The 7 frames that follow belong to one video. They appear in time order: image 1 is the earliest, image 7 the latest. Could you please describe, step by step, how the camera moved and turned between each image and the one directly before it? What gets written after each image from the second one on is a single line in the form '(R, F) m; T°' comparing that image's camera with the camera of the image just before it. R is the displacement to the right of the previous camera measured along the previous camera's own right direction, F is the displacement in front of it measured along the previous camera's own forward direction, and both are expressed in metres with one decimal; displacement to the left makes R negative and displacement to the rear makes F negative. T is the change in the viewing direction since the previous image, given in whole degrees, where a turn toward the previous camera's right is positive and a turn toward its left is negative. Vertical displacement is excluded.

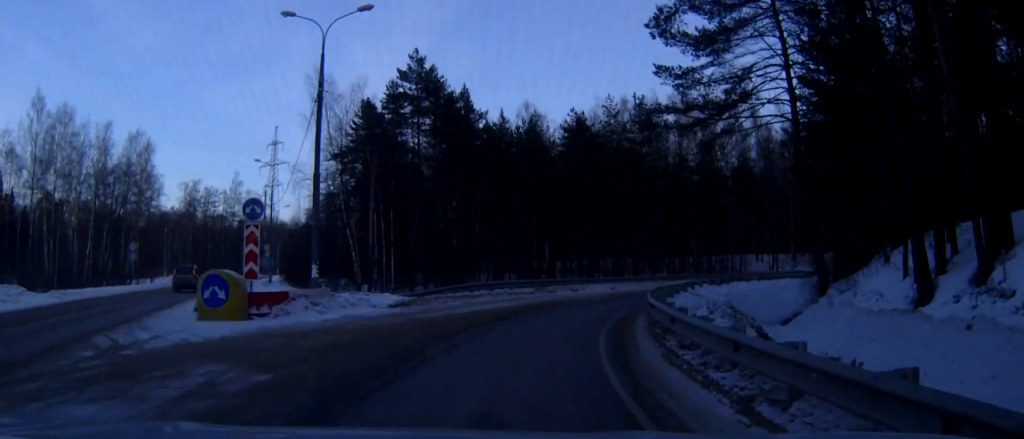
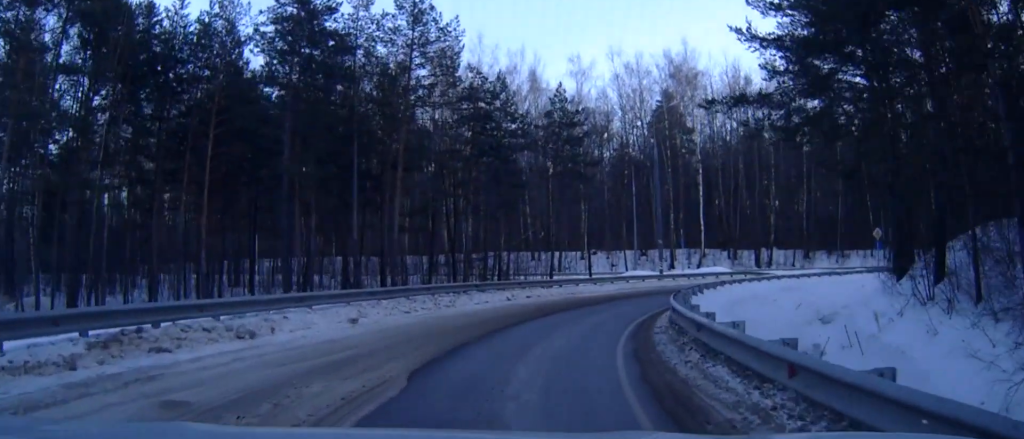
(+3.5, +25.4) m; +20°
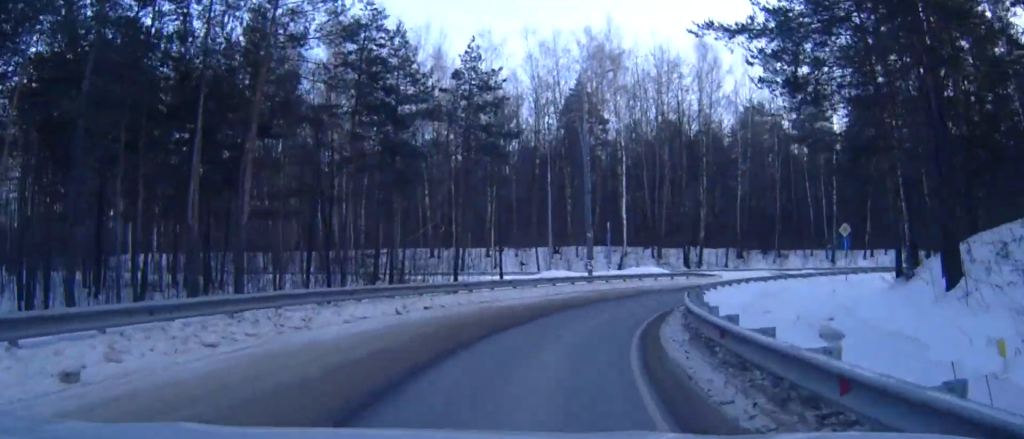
(+0.7, +8.7) m; +10°
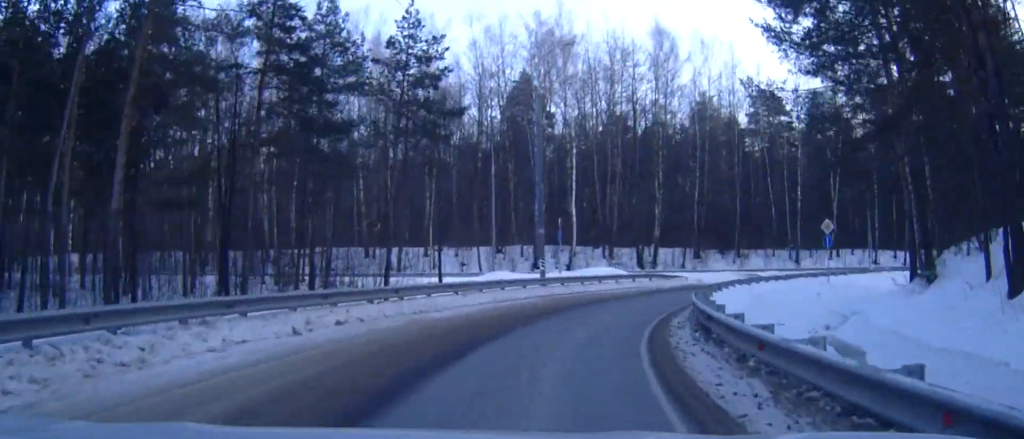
(+0.4, +5.3) m; +5°
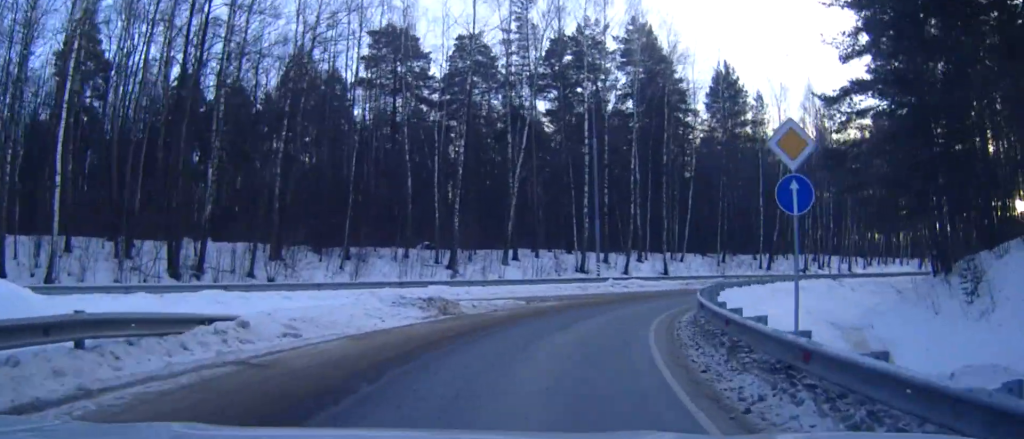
(+9.0, +31.8) m; +32°
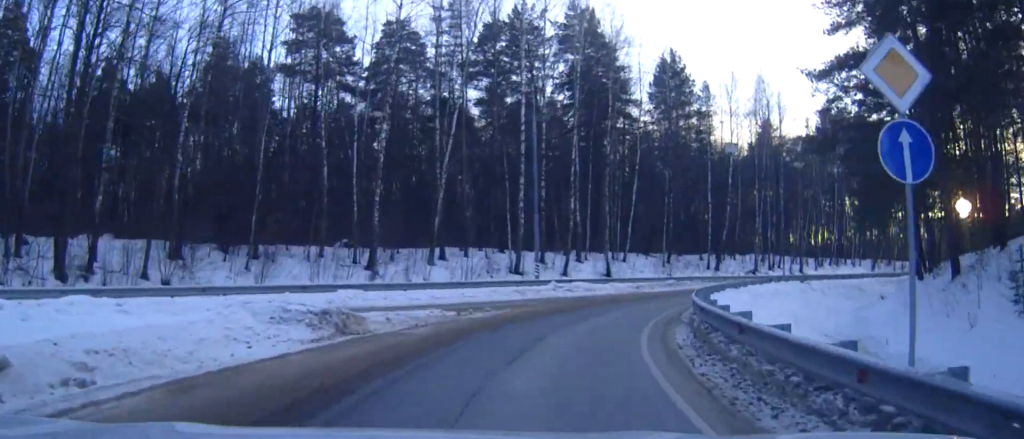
(0.0, +5.3) m; +5°
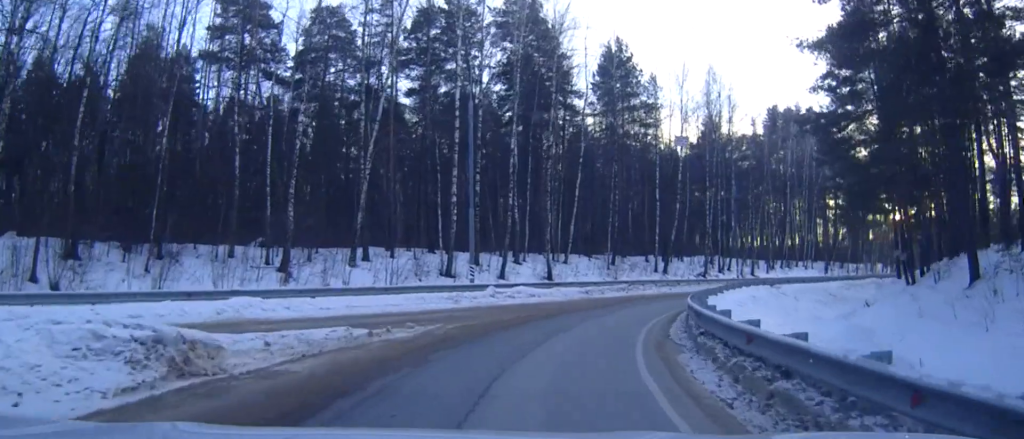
(+0.5, +5.0) m; +5°
